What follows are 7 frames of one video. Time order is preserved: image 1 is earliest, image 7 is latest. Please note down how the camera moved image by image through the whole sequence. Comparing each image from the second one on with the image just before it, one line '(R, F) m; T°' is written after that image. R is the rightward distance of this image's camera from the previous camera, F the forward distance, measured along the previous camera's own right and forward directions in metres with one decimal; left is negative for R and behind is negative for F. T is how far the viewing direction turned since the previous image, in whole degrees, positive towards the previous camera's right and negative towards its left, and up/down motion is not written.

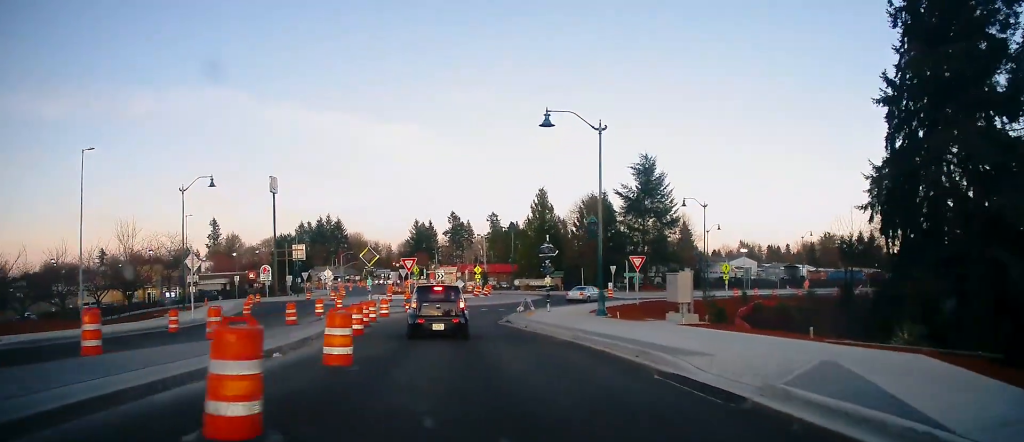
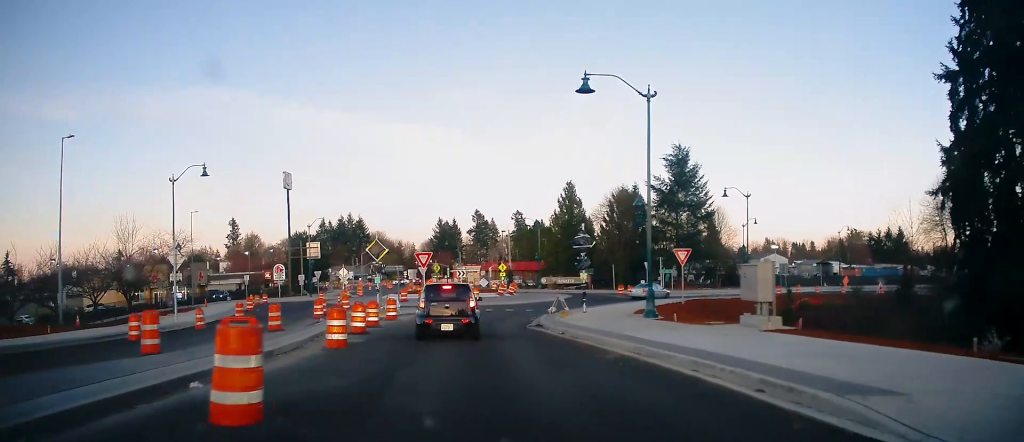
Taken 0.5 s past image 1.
(0.0, +5.0) m; -1°
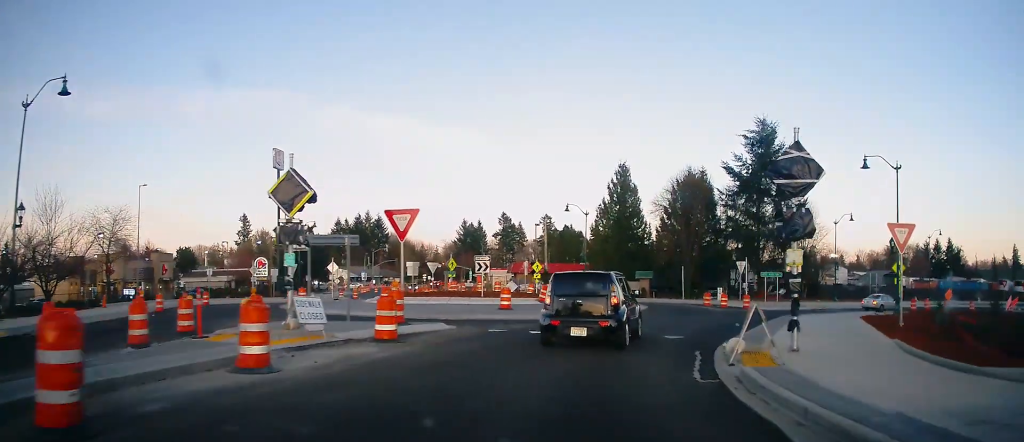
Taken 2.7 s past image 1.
(-1.1, +18.9) m; -4°
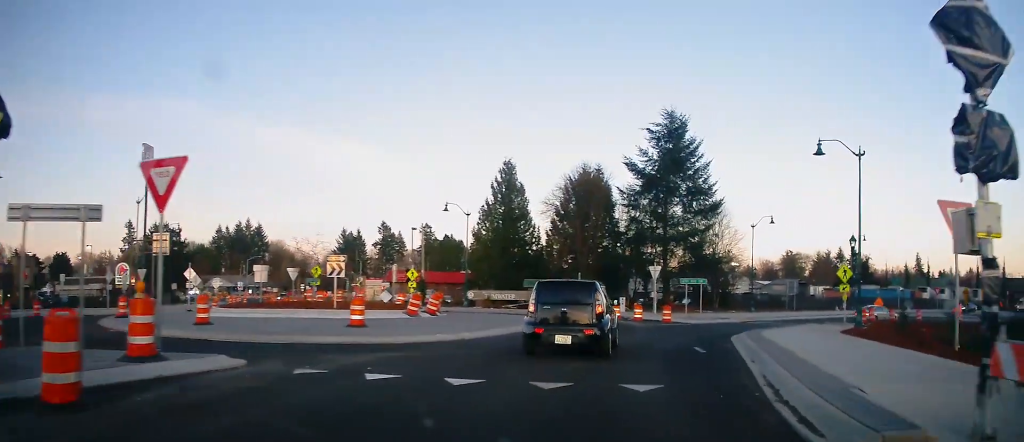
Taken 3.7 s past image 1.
(+0.3, +8.1) m; +7°
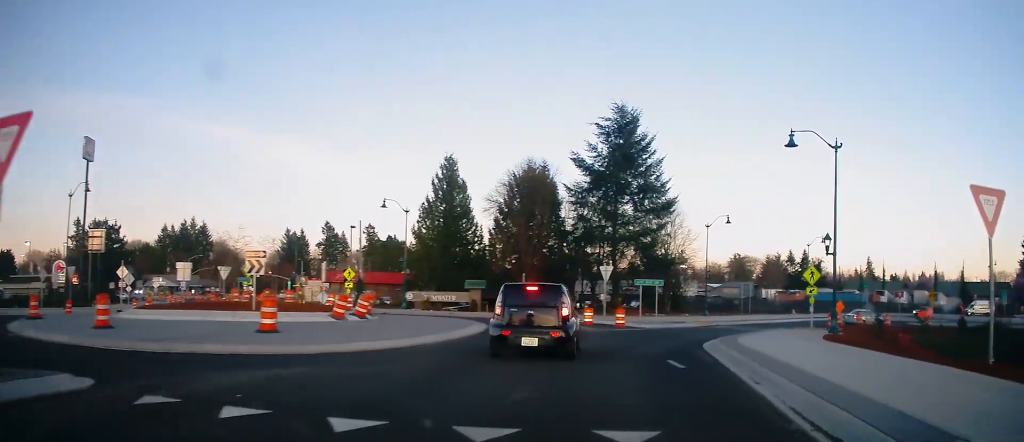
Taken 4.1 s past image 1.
(0.0, +3.0) m; +4°
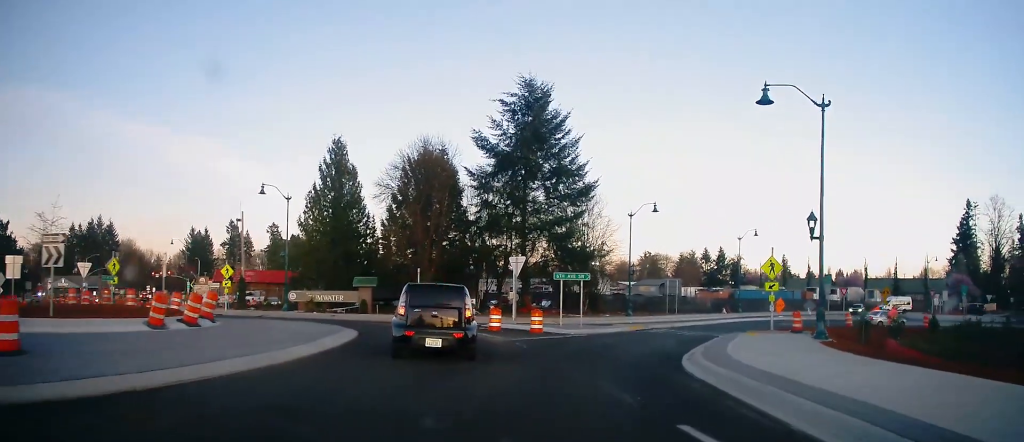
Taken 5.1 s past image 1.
(+0.6, +7.1) m; +9°
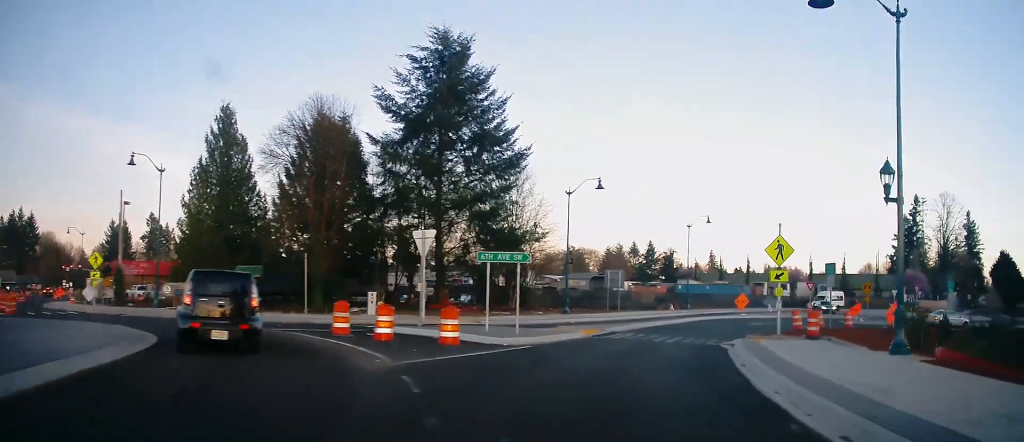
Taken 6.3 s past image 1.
(+0.7, +8.6) m; +11°
